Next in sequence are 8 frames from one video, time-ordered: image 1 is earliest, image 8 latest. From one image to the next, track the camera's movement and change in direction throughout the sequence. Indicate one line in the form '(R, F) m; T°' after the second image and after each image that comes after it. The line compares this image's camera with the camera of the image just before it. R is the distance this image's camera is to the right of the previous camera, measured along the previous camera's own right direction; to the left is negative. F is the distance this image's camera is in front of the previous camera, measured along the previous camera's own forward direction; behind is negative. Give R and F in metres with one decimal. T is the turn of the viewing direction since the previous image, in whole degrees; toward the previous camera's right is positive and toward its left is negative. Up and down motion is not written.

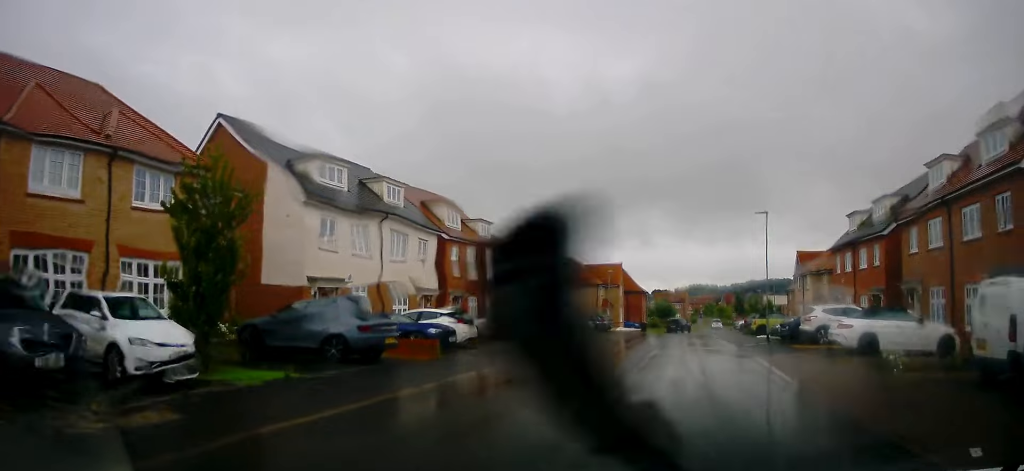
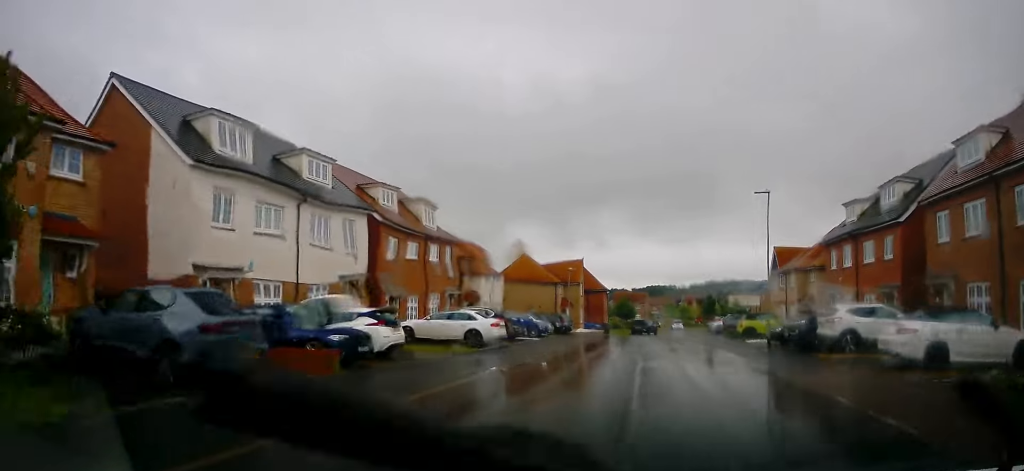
(+0.2, +5.3) m; +5°
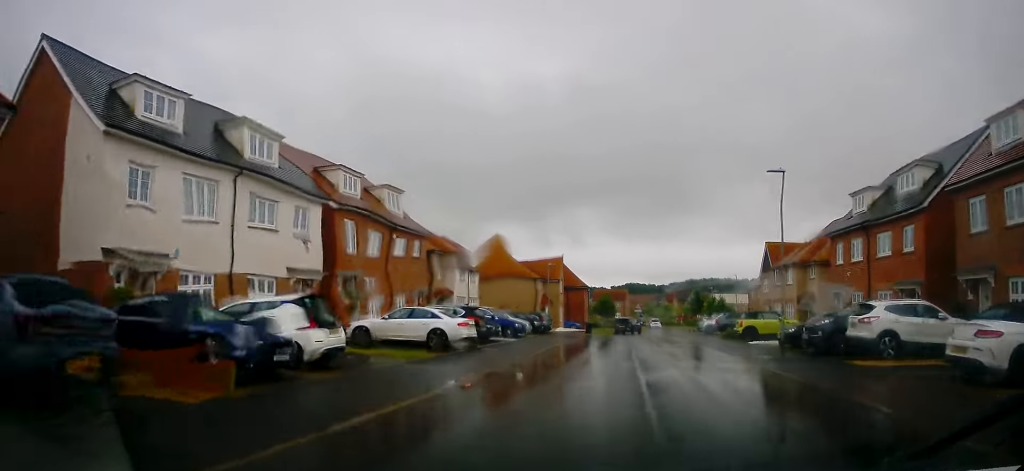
(+0.2, +3.5) m; +2°
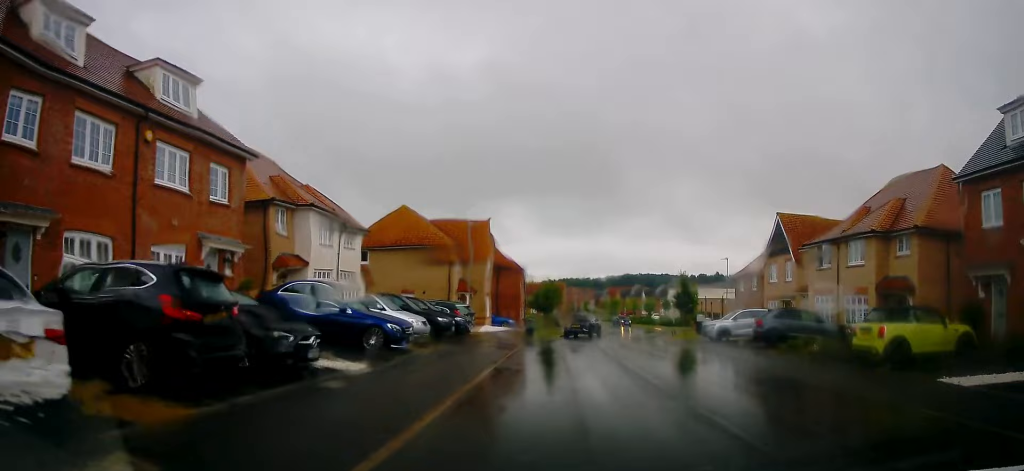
(+1.1, +17.2) m; +6°
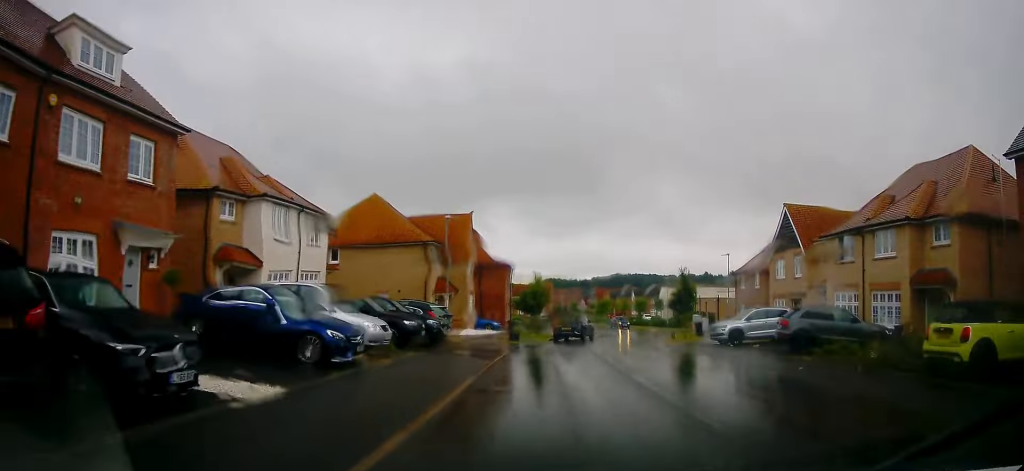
(0.0, +3.7) m; +1°
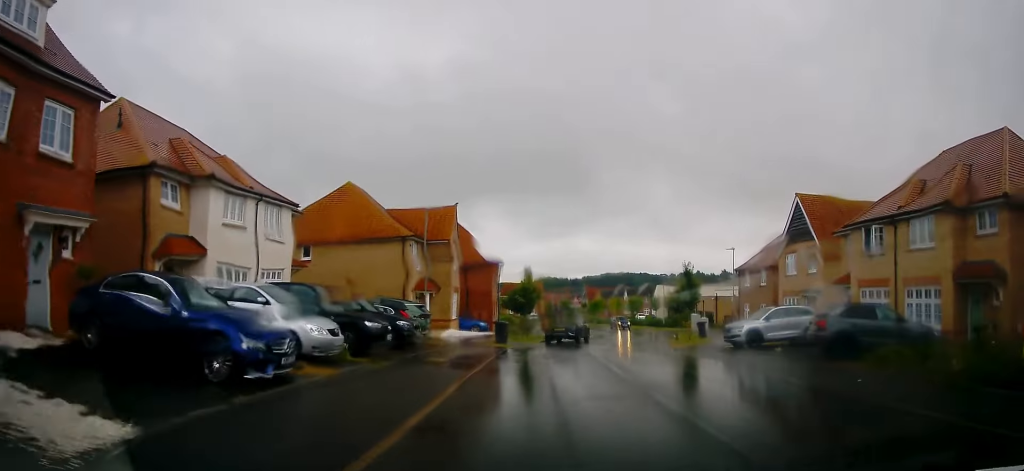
(-0.1, +3.3) m; +1°
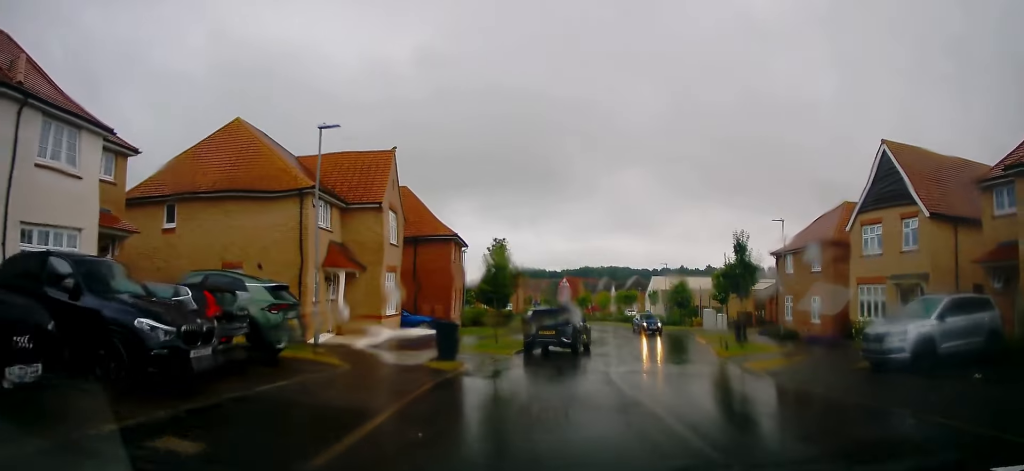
(+0.6, +12.4) m; +3°
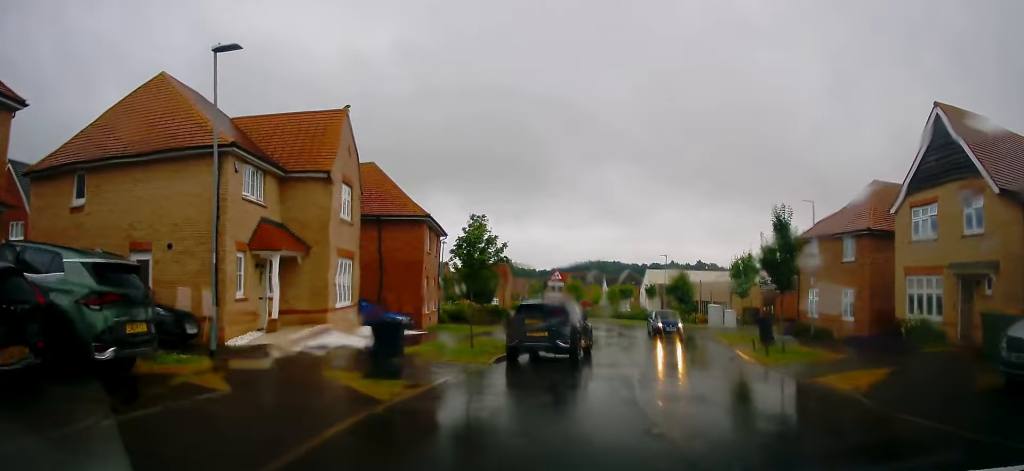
(-0.1, +5.3) m; -1°
